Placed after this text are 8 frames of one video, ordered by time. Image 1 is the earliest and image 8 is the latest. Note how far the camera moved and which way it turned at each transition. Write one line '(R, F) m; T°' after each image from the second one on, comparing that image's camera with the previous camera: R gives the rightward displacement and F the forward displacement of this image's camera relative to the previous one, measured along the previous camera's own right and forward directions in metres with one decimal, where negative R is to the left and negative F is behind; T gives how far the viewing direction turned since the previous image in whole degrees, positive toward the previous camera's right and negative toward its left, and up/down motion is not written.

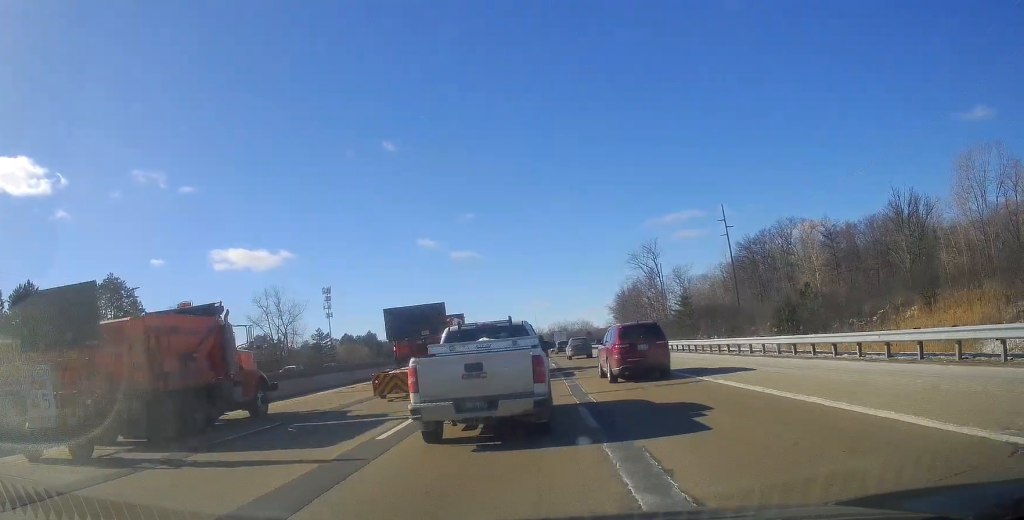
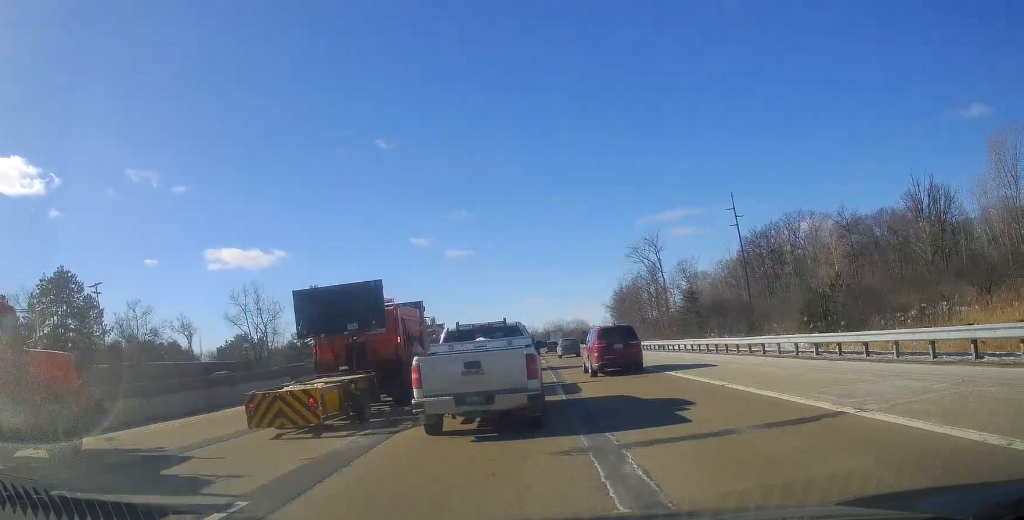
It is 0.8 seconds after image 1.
(0.0, +9.7) m; 0°
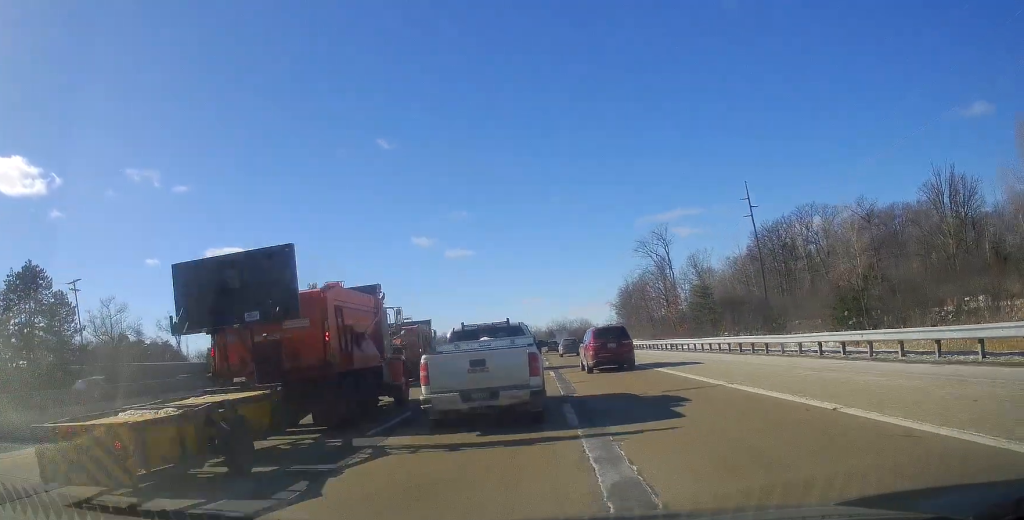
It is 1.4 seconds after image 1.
(0.0, +6.6) m; 0°
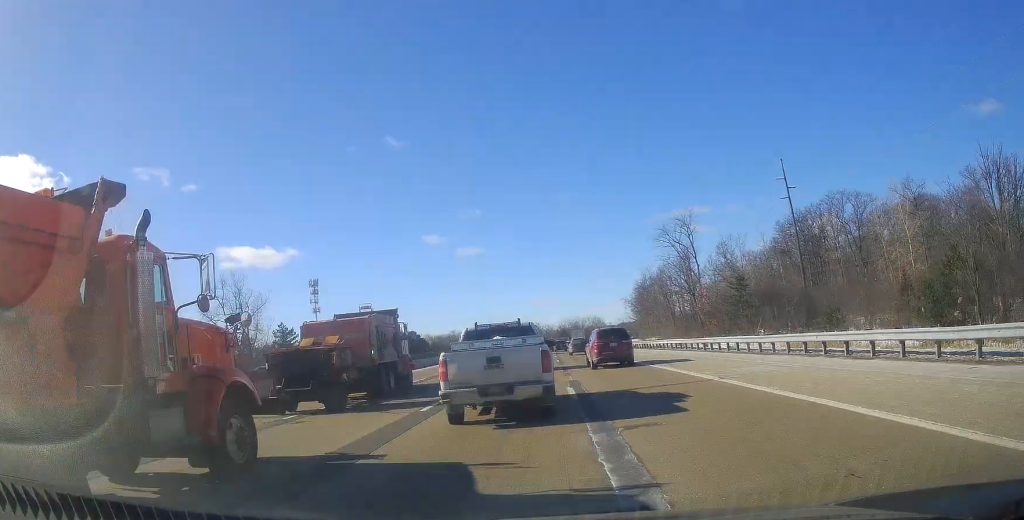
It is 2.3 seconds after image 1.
(0.0, +11.8) m; -1°
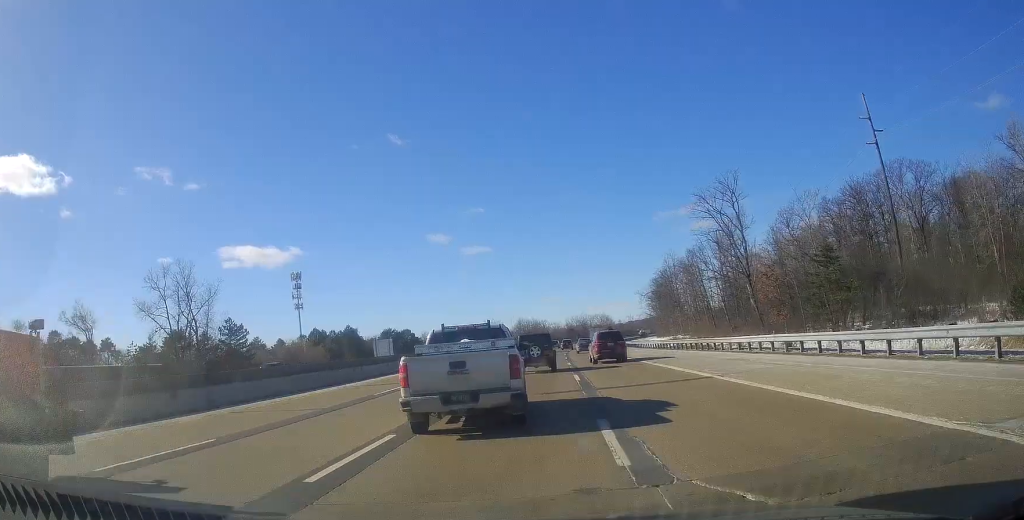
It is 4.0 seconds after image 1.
(-0.4, +24.6) m; 0°
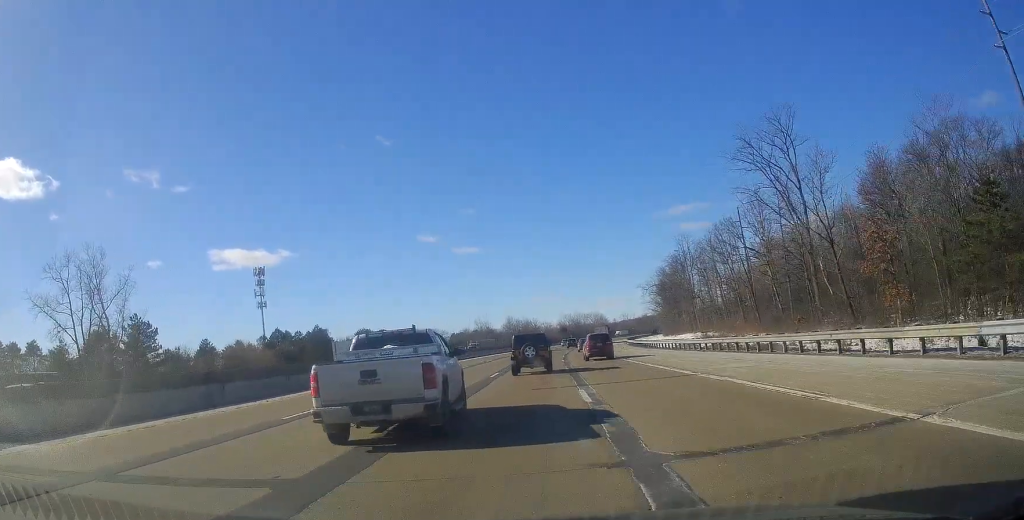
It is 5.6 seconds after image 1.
(+0.5, +24.0) m; +1°
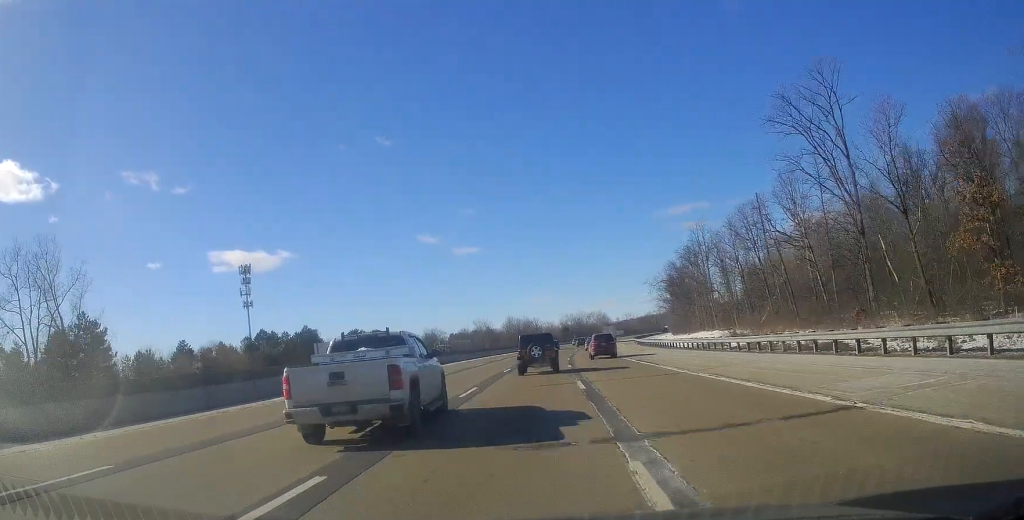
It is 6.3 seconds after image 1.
(0.0, +11.4) m; 0°
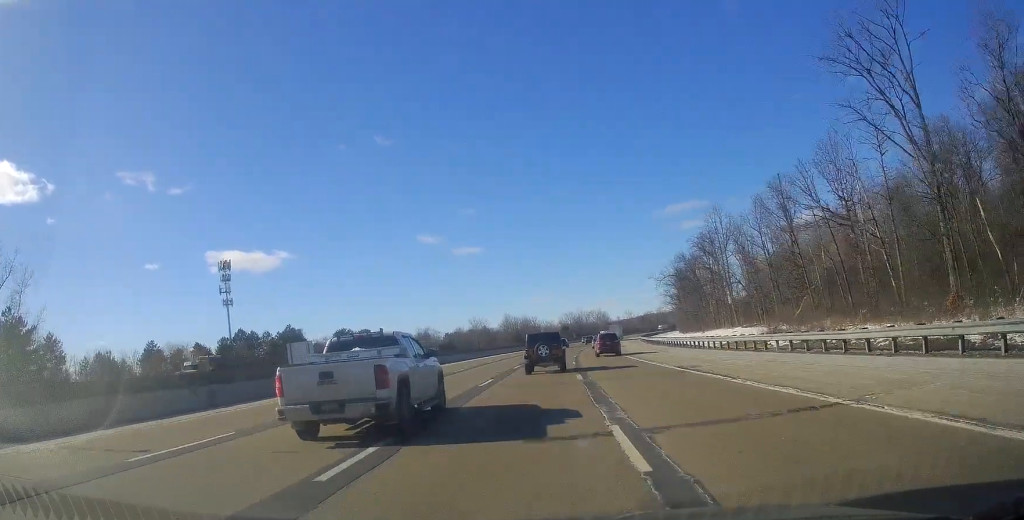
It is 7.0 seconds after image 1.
(0.0, +12.4) m; 0°
